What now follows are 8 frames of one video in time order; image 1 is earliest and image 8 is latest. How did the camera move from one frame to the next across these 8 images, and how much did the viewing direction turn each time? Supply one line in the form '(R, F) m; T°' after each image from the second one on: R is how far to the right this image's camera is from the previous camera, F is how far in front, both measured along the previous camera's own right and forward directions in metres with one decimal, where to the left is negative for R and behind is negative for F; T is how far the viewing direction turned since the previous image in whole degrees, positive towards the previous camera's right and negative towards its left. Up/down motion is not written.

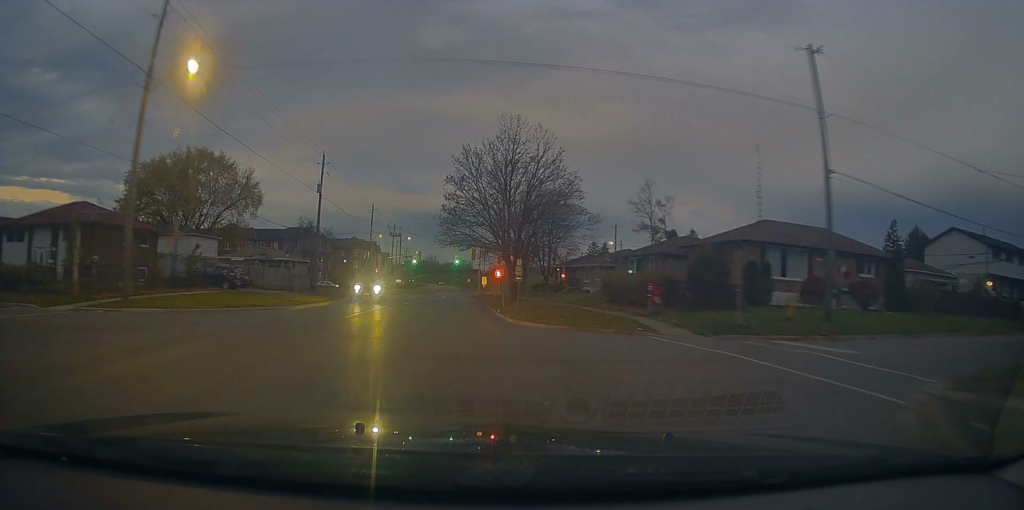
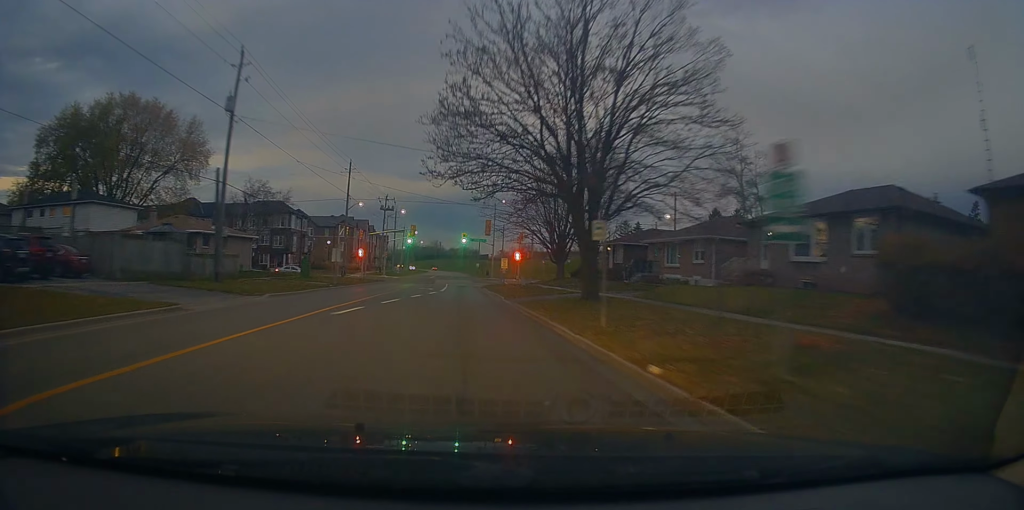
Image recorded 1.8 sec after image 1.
(-0.4, +24.0) m; -1°
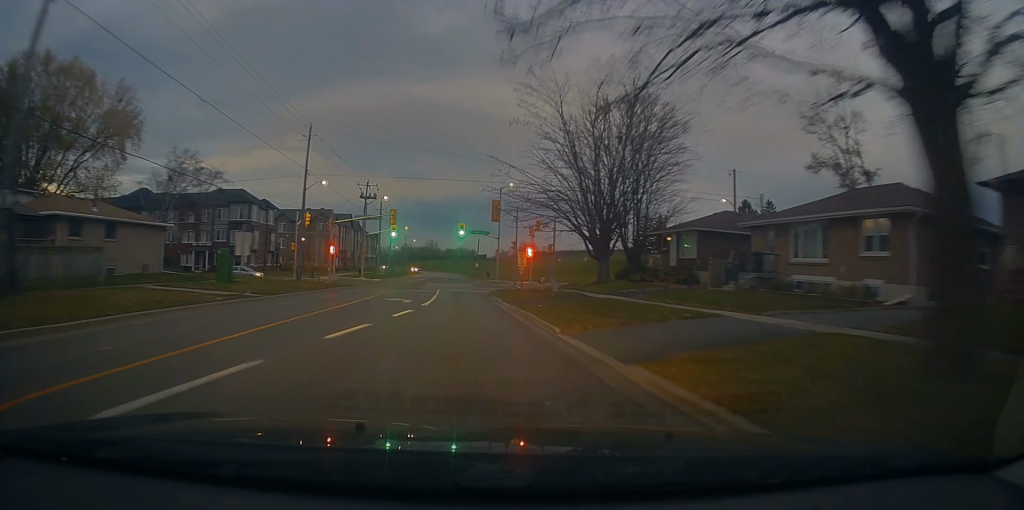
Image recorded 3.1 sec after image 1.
(-0.2, +17.0) m; -1°
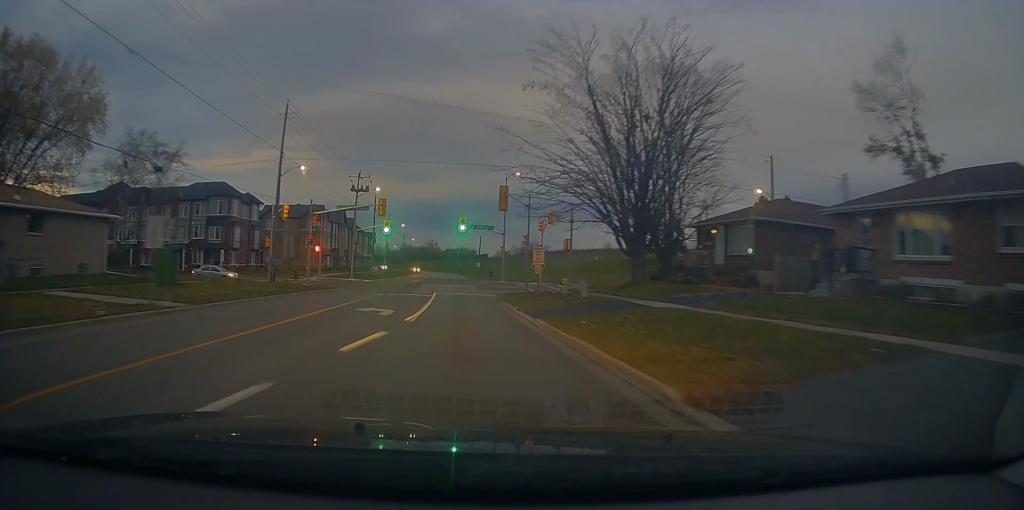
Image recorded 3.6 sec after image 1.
(-0.1, +7.1) m; +1°
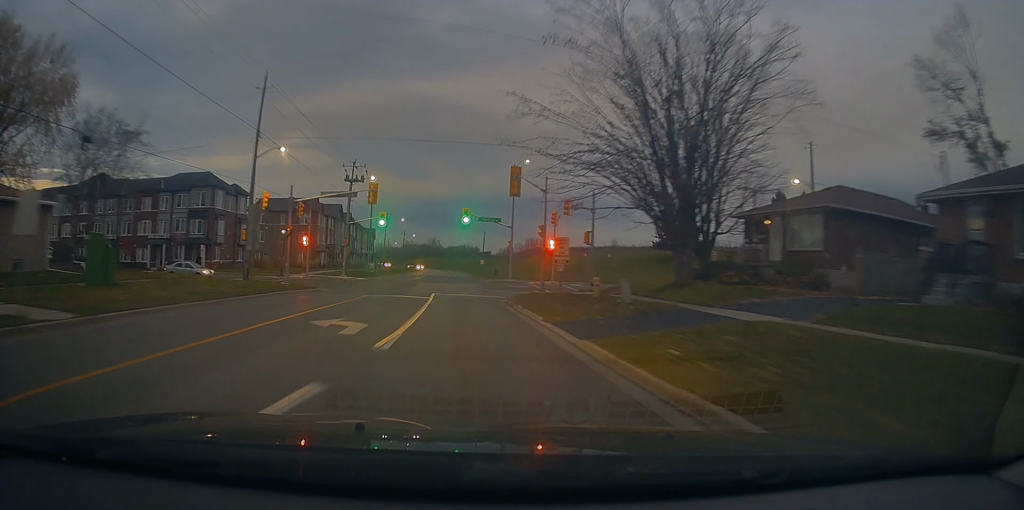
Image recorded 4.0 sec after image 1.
(+0.2, +5.8) m; +1°
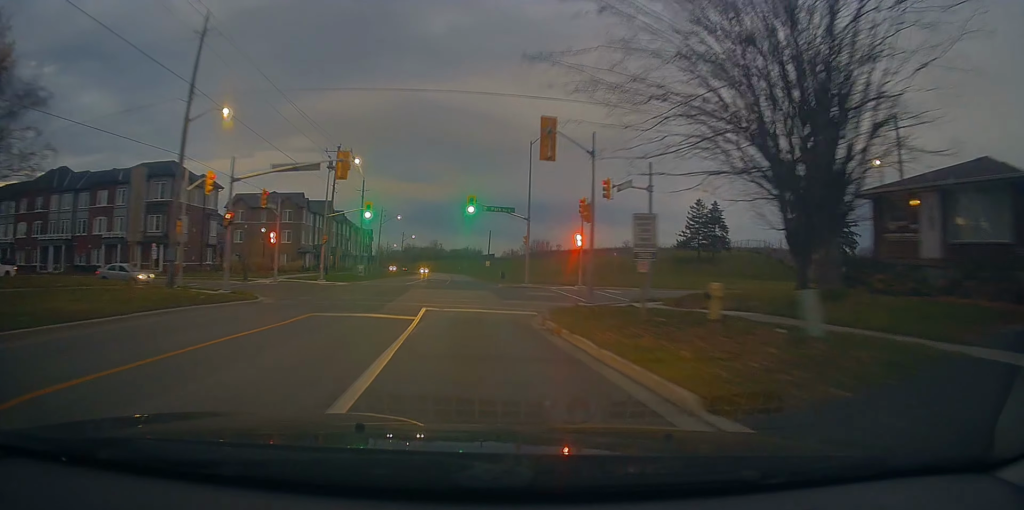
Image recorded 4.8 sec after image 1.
(+0.2, +10.3) m; 0°
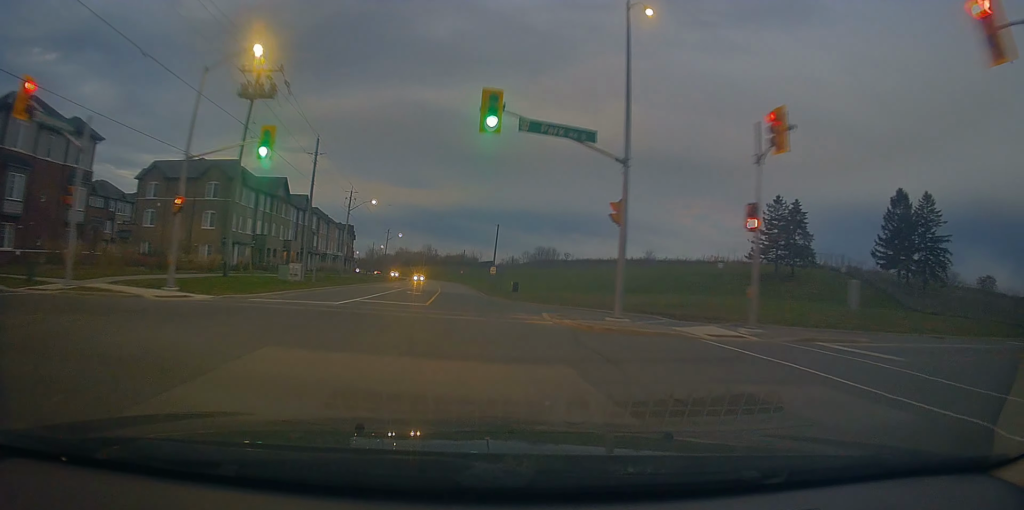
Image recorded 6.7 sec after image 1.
(-0.6, +24.9) m; -1°
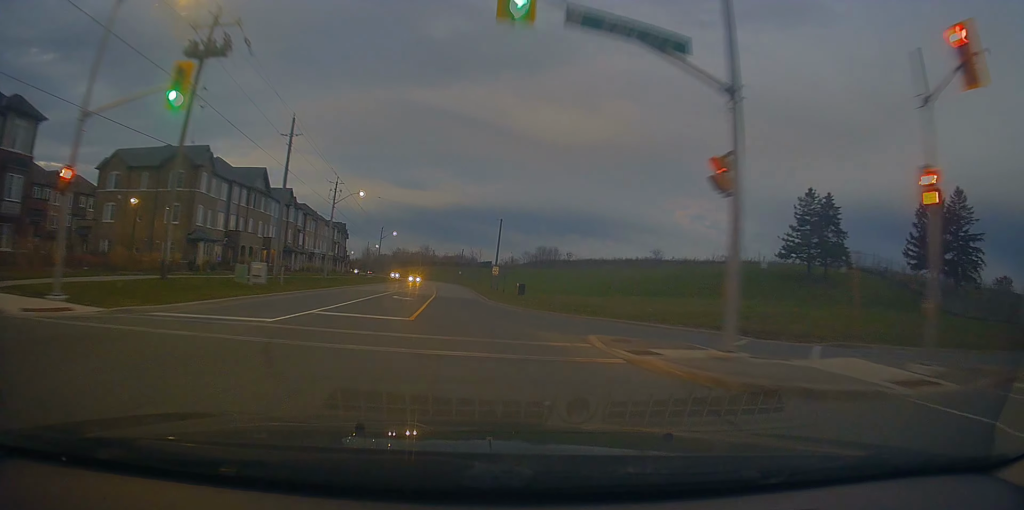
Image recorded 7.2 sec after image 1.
(+0.1, +7.3) m; +1°
